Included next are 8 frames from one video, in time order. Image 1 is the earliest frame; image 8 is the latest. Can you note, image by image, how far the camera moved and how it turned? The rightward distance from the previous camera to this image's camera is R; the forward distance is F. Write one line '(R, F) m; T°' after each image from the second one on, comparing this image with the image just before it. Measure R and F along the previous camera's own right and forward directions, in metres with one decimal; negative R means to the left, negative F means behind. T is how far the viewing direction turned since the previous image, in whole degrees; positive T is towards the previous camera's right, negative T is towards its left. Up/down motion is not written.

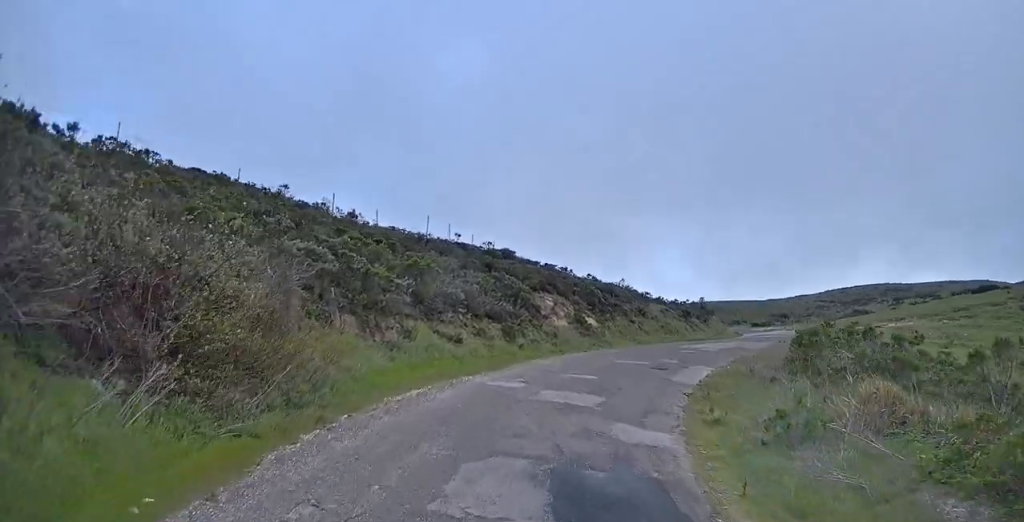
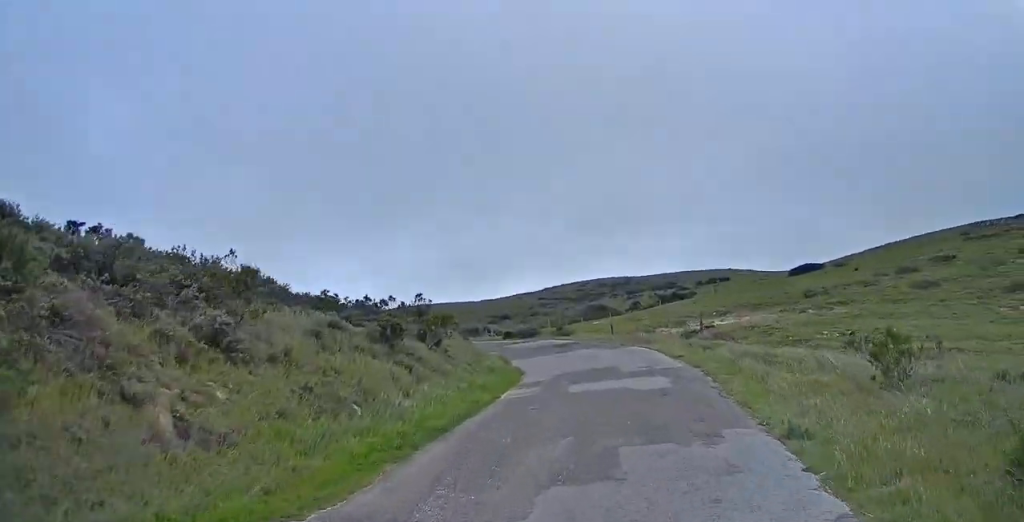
(+3.2, +27.5) m; +19°
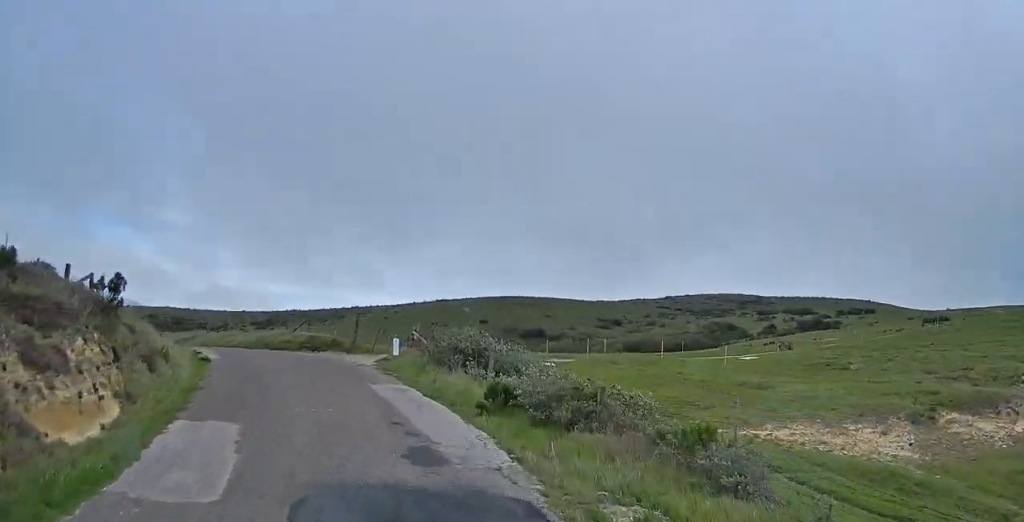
(-0.3, +33.1) m; -15°
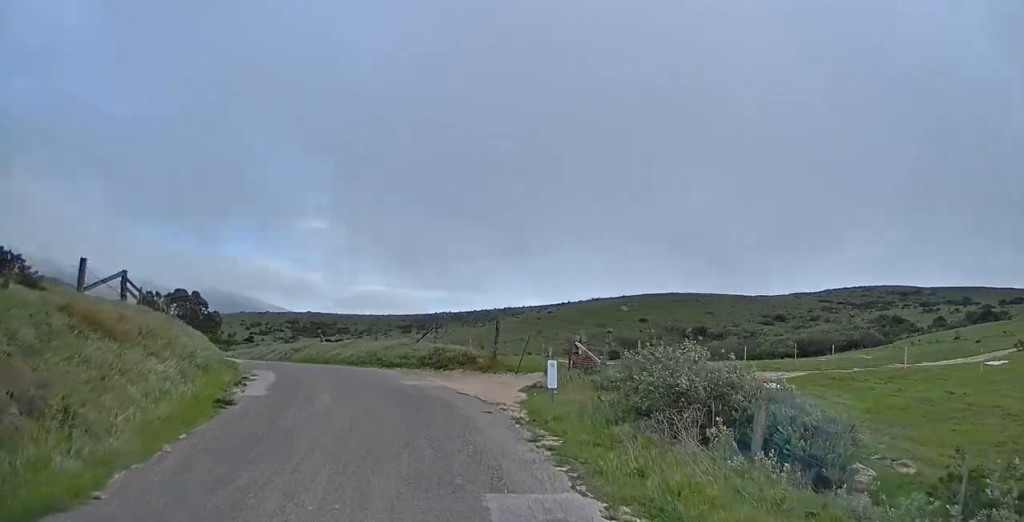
(-0.9, +11.3) m; -9°
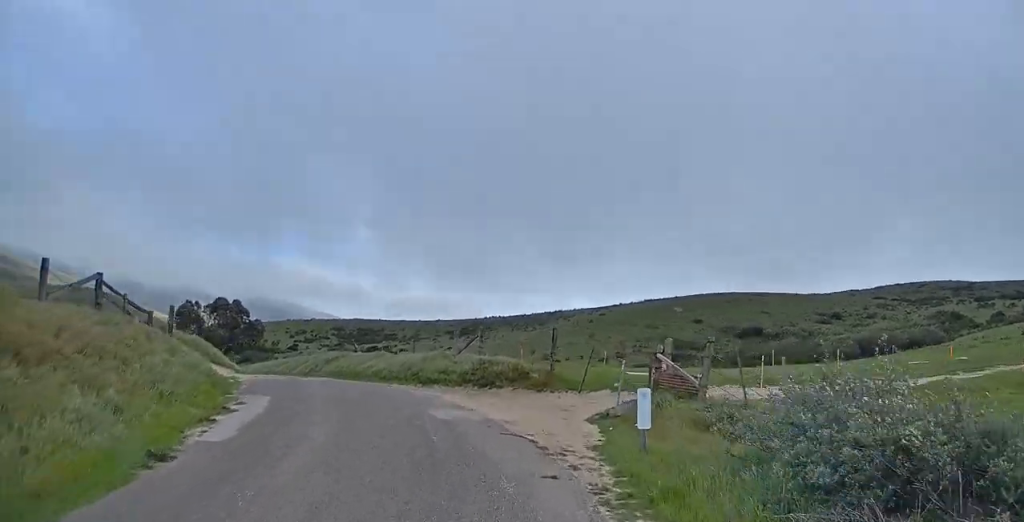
(+0.2, +5.2) m; -4°
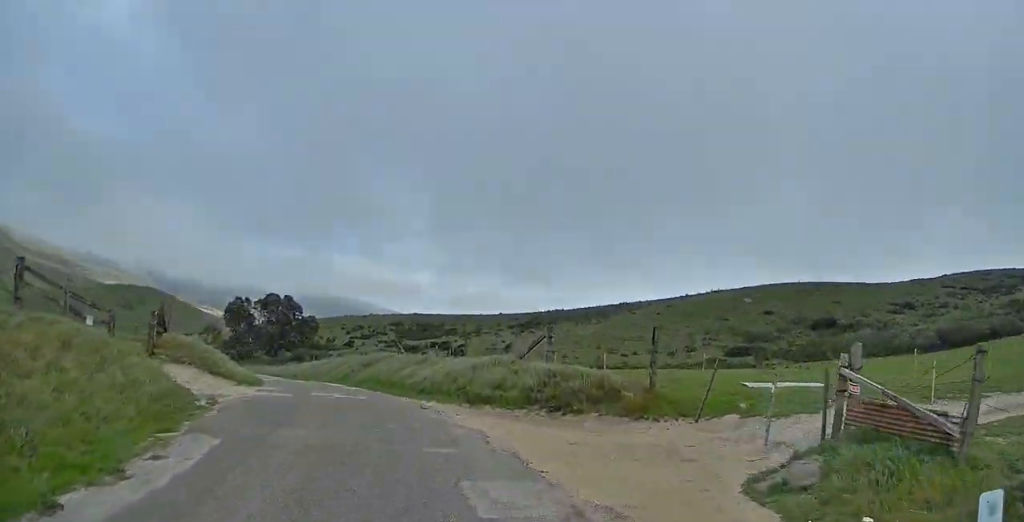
(-0.8, +6.9) m; -10°
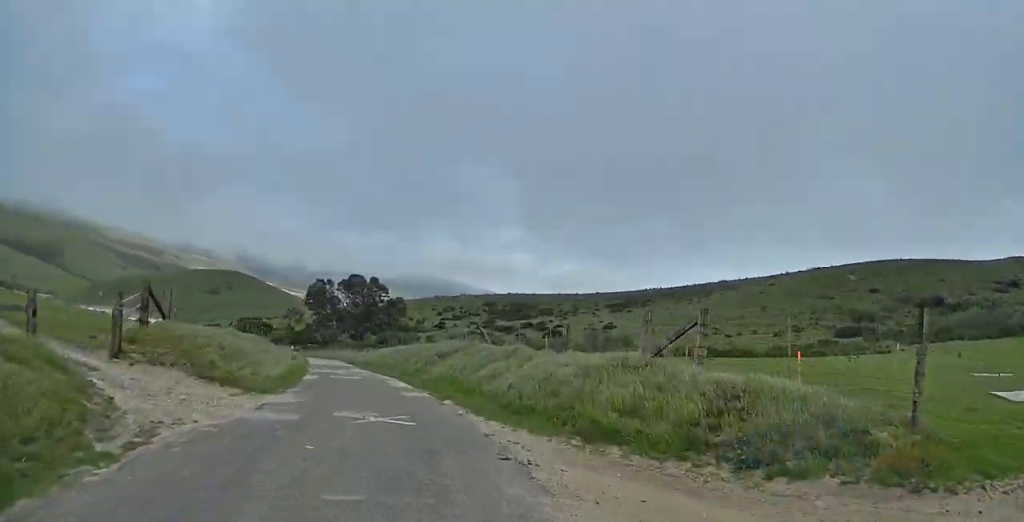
(-0.4, +8.2) m; -11°
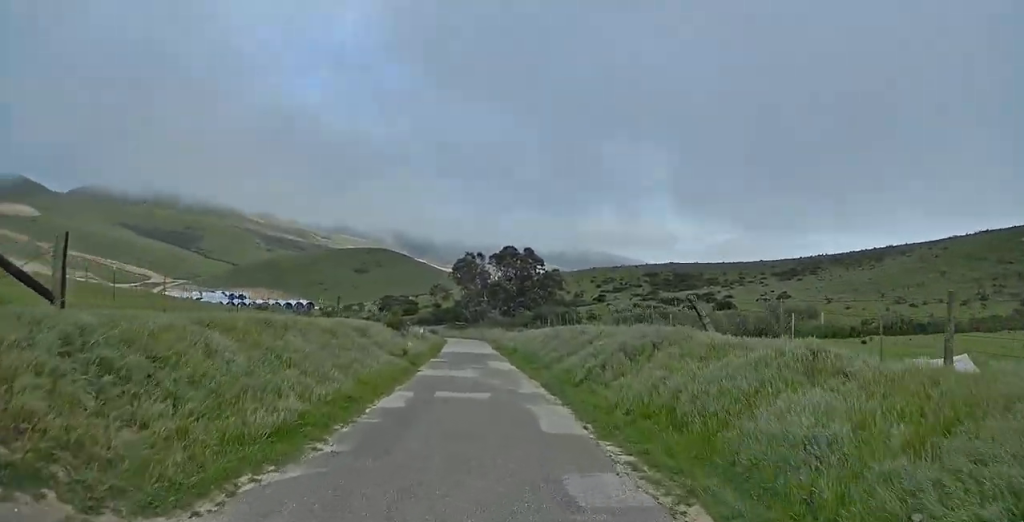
(-2.2, +12.8) m; -11°
